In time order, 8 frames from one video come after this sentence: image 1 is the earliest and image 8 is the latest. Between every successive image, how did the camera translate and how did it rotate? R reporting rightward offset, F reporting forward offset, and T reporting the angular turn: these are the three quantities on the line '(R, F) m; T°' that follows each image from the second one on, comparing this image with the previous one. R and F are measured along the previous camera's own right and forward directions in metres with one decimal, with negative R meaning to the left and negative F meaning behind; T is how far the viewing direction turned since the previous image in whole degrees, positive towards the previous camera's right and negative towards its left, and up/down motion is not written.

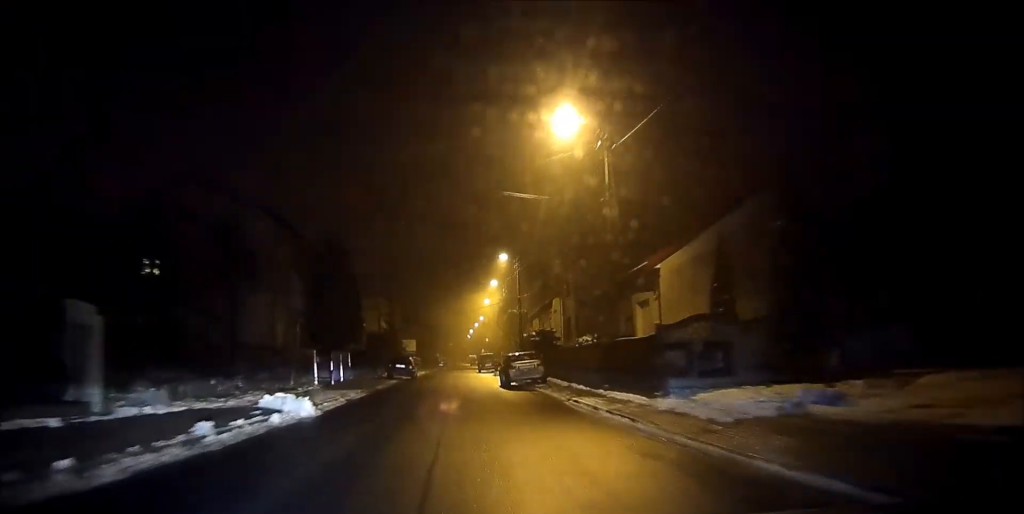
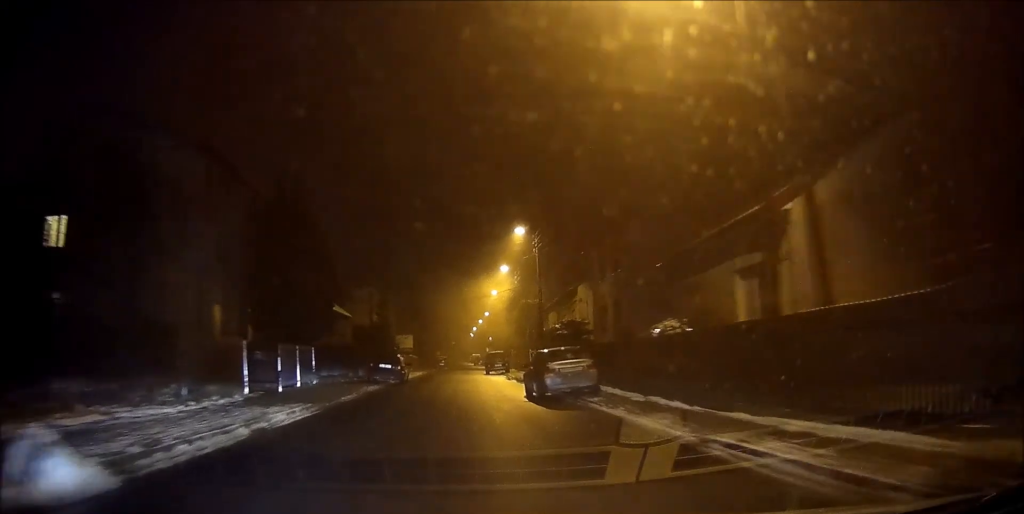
(+0.1, +10.7) m; 0°
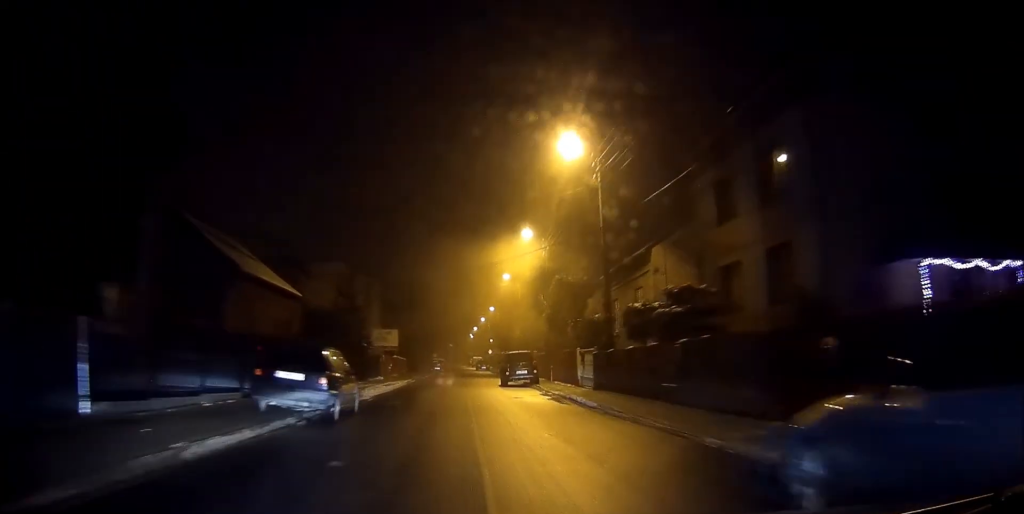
(0.0, +18.2) m; 0°
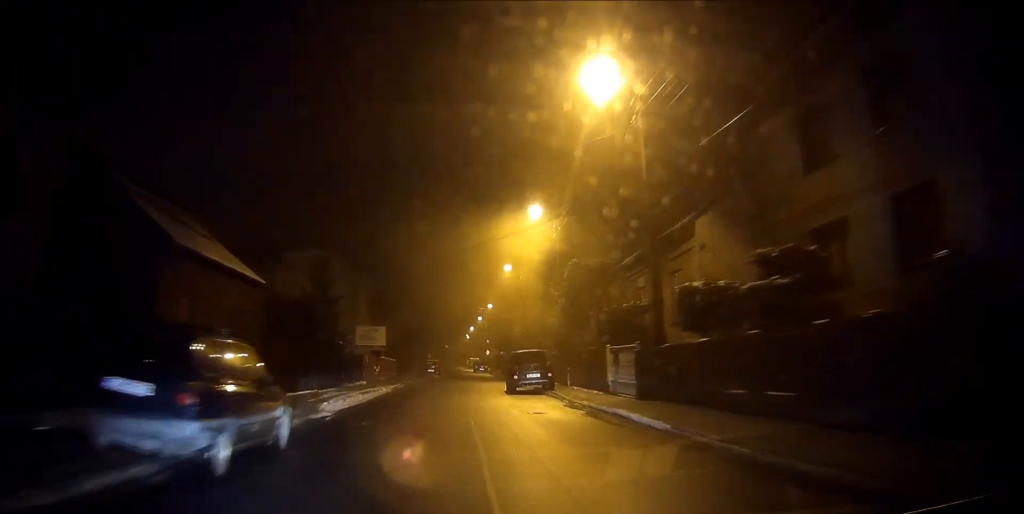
(0.0, +6.4) m; 0°
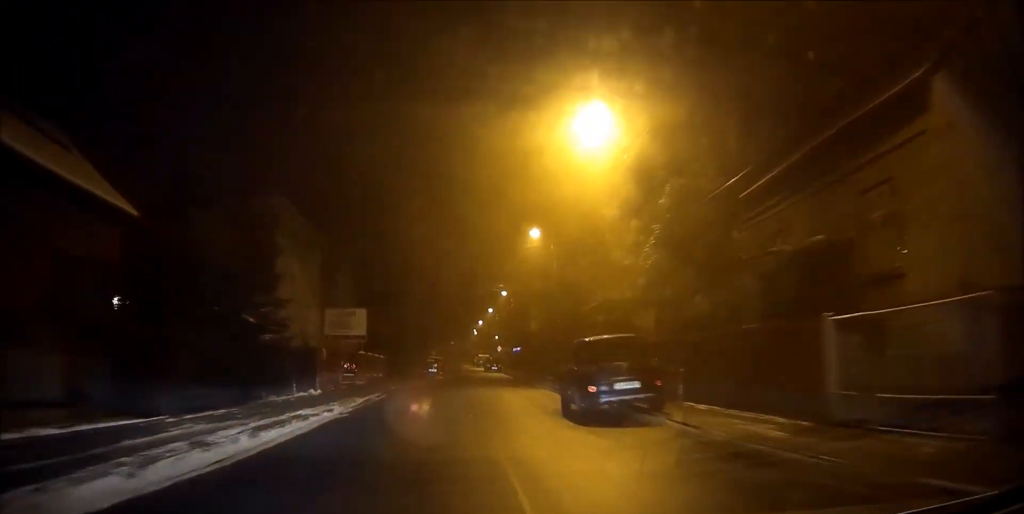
(-0.1, +13.6) m; 0°
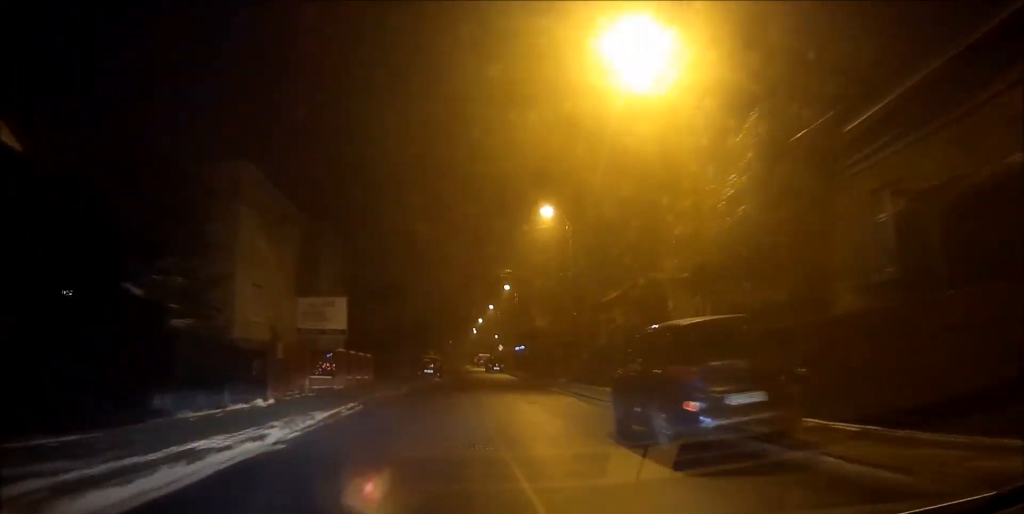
(0.0, +5.6) m; 0°
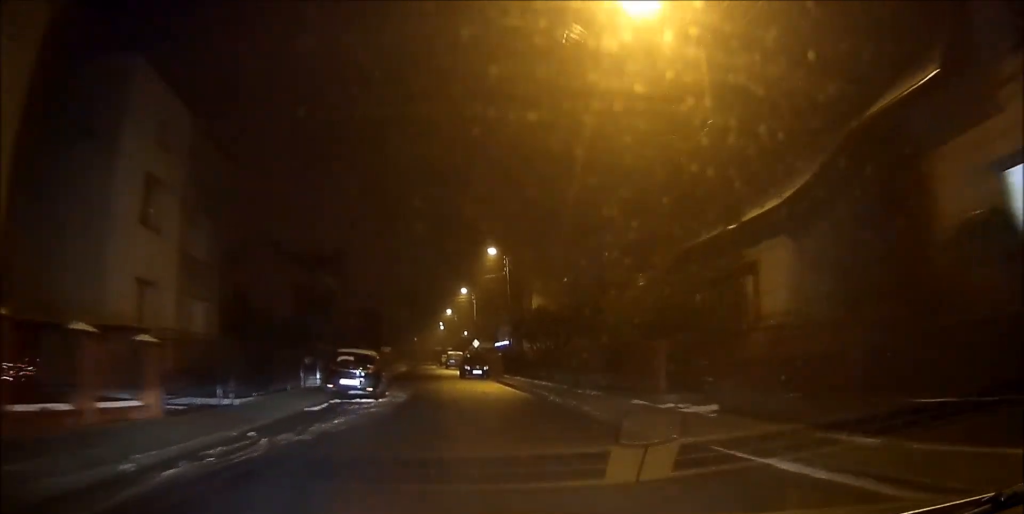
(+0.5, +22.1) m; +2°
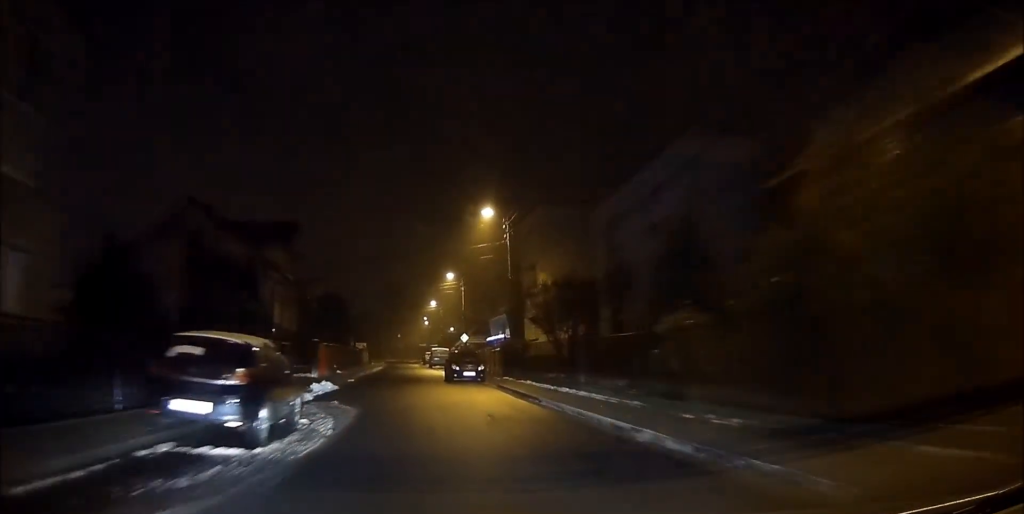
(+0.1, +11.4) m; 0°
